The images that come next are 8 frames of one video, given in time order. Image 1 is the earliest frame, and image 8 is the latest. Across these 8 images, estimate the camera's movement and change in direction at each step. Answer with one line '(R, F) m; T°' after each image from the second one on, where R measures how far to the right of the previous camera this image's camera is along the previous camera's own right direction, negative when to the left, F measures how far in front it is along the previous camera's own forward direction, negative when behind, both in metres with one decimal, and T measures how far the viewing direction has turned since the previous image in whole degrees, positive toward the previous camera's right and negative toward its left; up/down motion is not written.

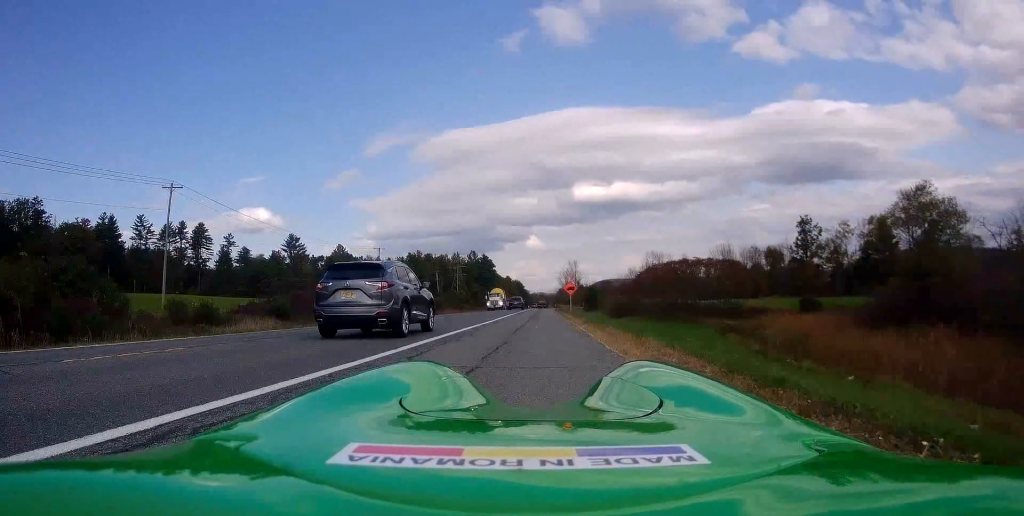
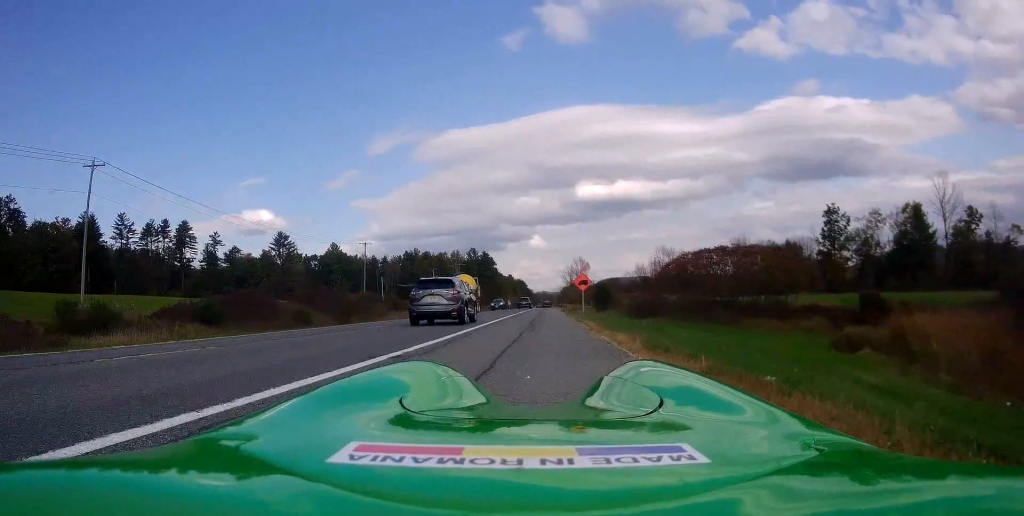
(-0.1, +11.9) m; -1°
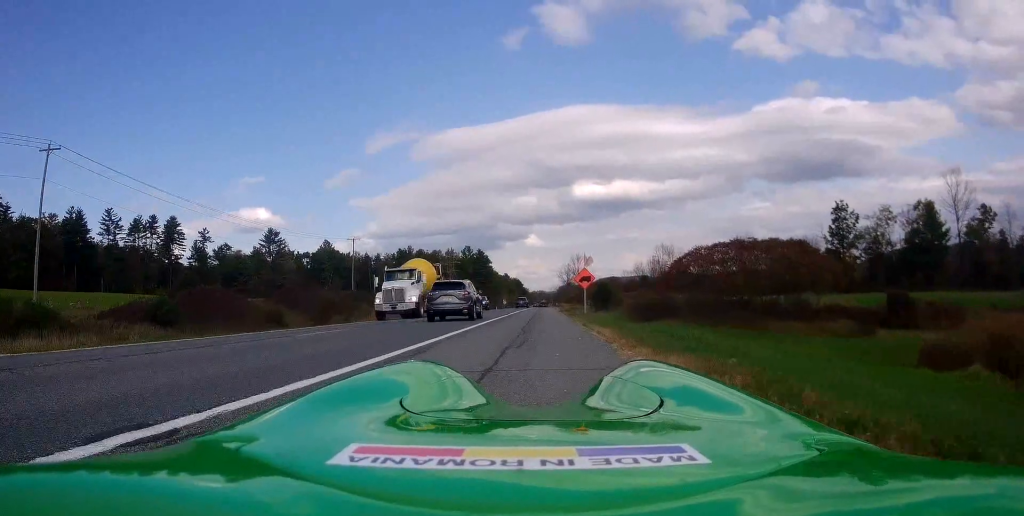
(0.0, +5.2) m; 0°
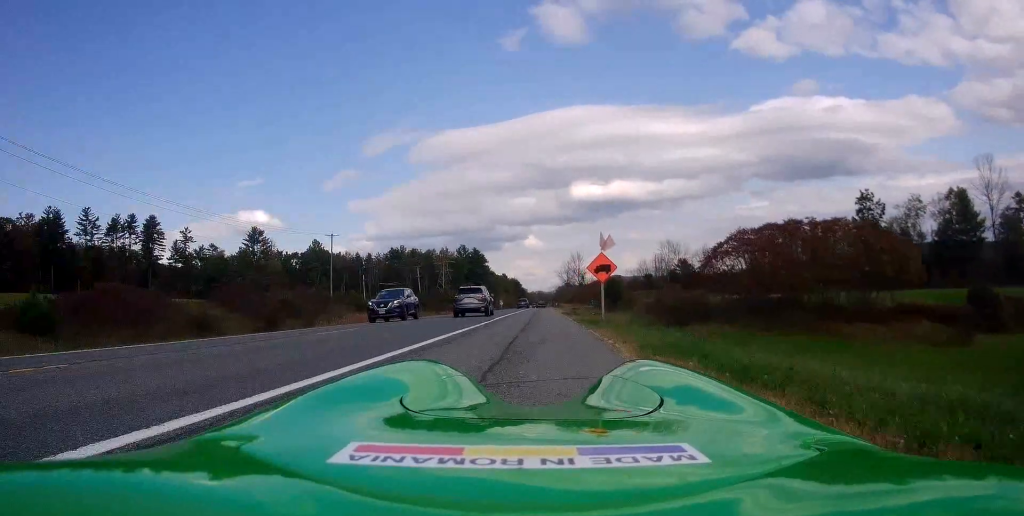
(+0.2, +10.3) m; 0°
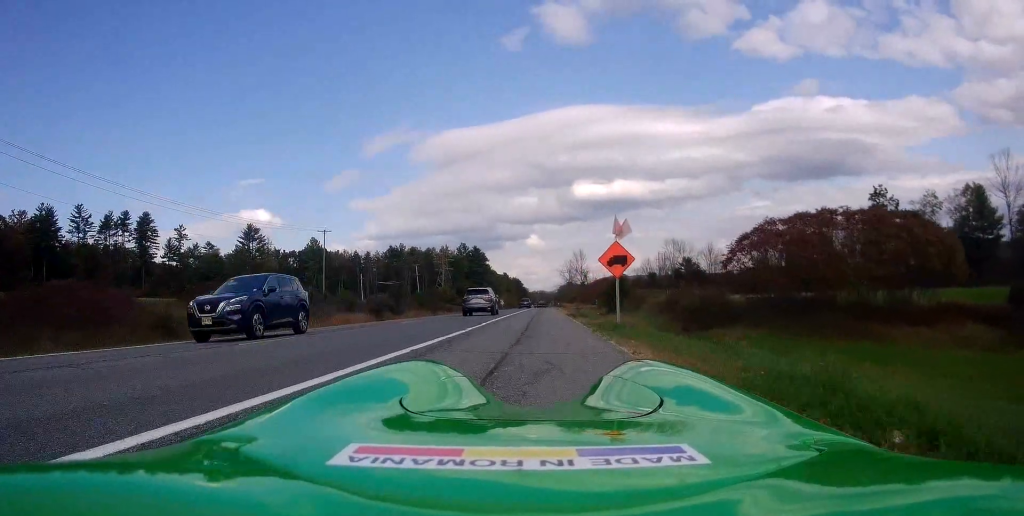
(+0.1, +4.3) m; -1°
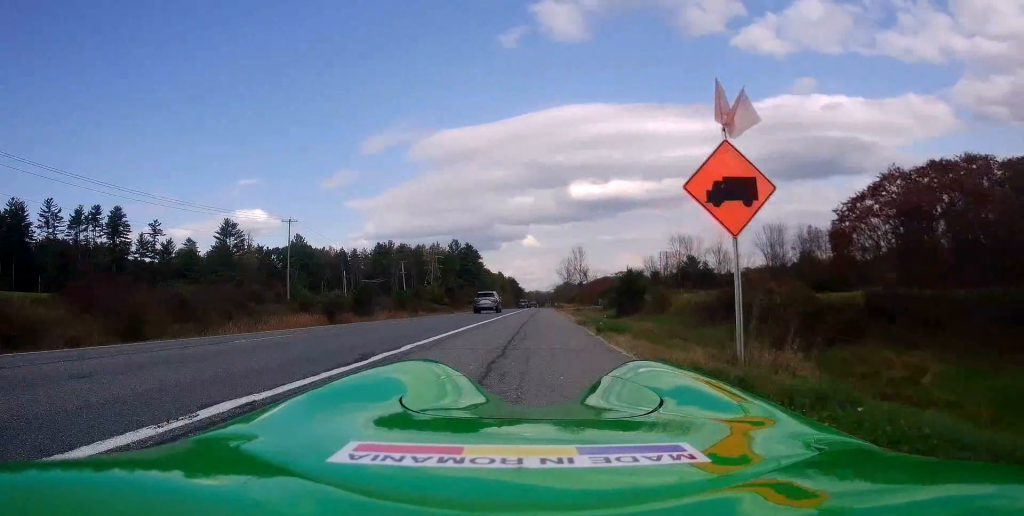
(-0.2, +12.1) m; 0°
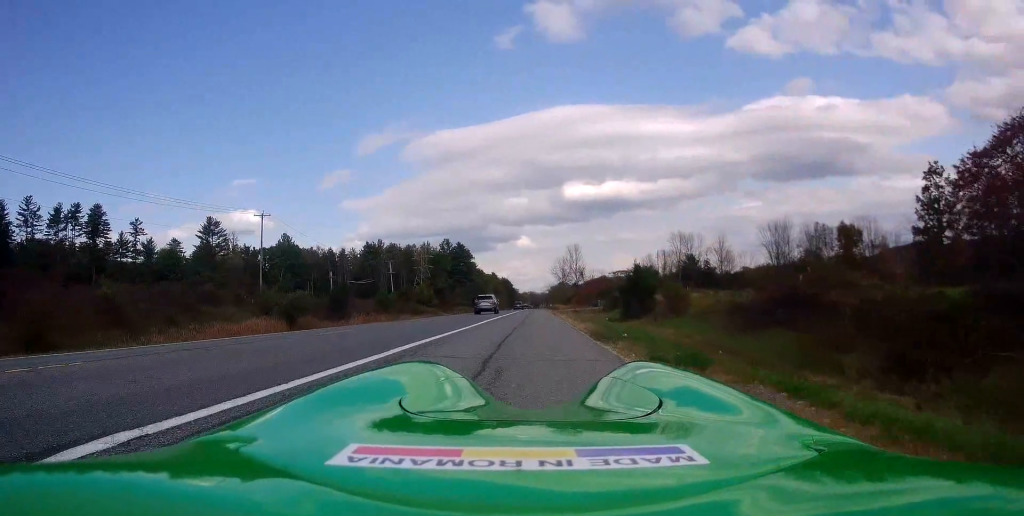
(+0.2, +6.9) m; +1°
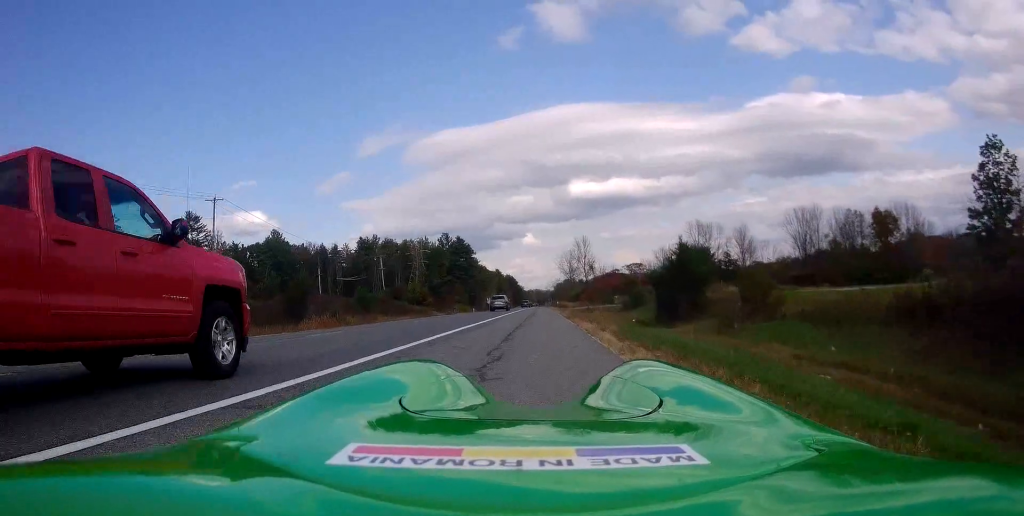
(-0.1, +13.2) m; -2°
